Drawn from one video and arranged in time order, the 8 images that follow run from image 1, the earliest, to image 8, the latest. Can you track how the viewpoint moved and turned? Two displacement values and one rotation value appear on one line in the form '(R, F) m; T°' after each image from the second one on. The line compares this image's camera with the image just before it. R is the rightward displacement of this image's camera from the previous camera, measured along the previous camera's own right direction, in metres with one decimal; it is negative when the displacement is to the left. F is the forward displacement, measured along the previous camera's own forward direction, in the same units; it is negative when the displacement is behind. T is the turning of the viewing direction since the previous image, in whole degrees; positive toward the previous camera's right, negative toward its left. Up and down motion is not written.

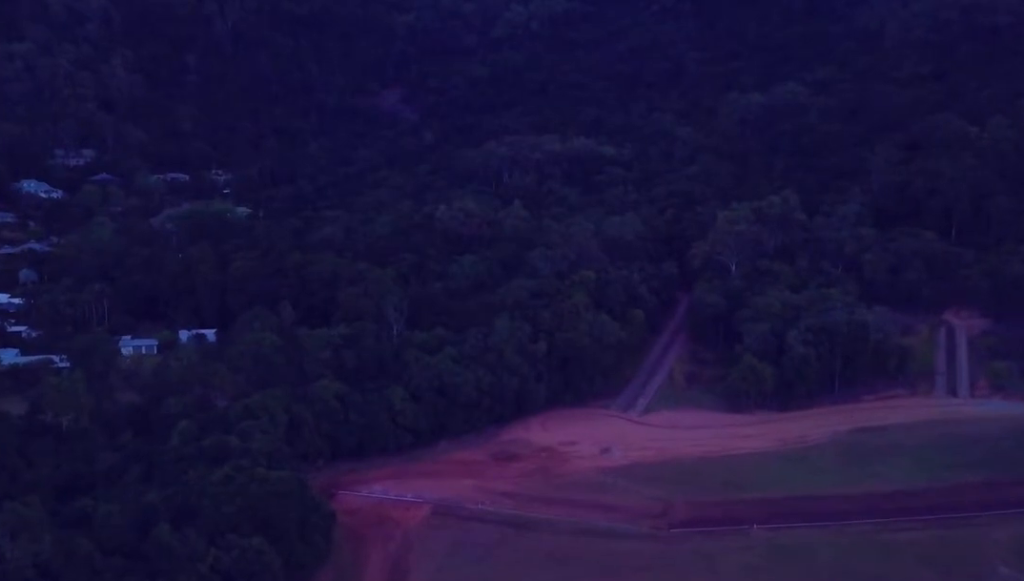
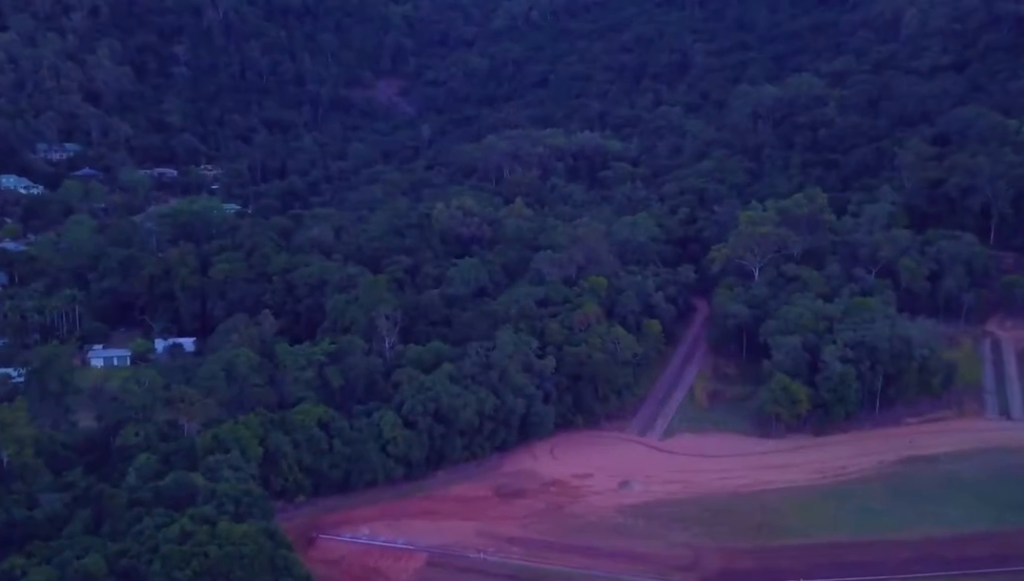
(0.0, +17.8) m; 0°
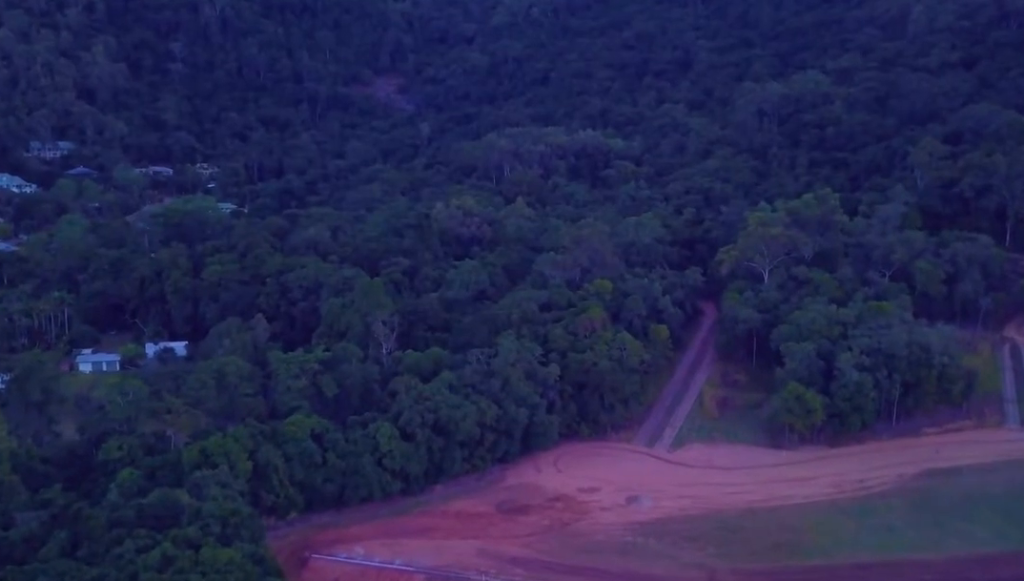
(0.0, +6.2) m; 0°
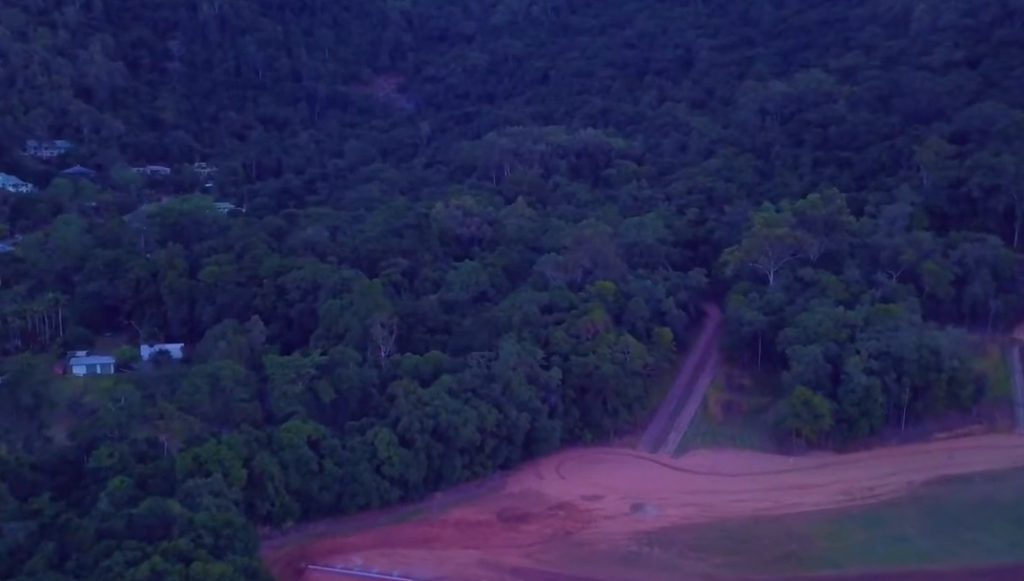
(0.0, +3.1) m; 0°
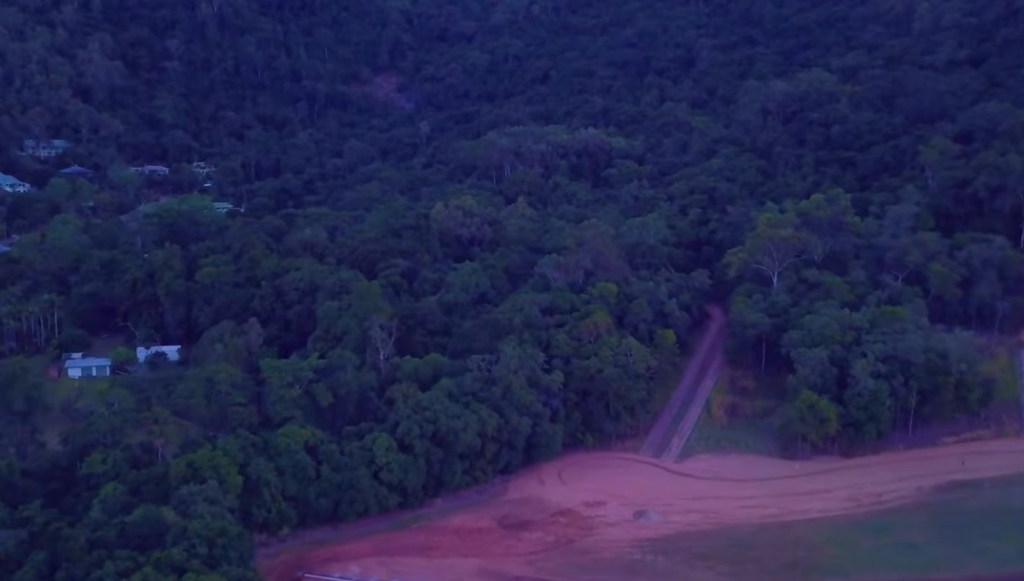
(0.0, +2.3) m; 0°
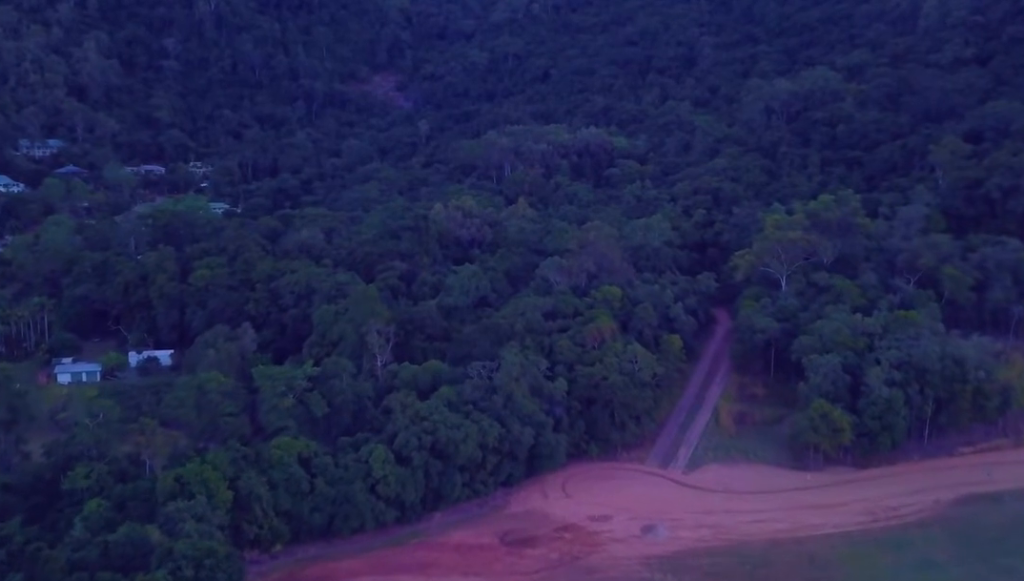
(0.0, +4.9) m; 0°
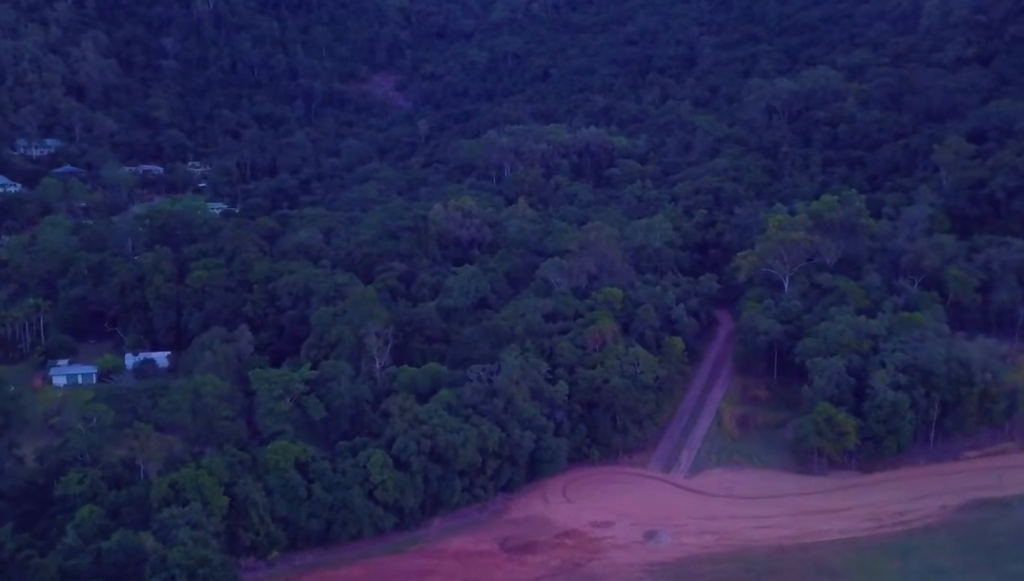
(0.0, +1.8) m; 0°
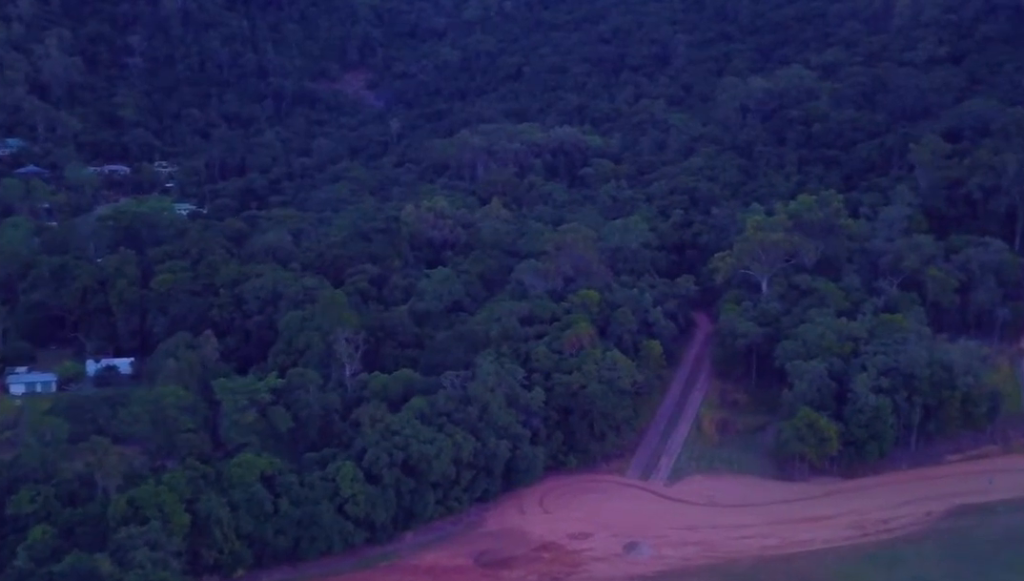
(0.0, +4.1) m; 0°
